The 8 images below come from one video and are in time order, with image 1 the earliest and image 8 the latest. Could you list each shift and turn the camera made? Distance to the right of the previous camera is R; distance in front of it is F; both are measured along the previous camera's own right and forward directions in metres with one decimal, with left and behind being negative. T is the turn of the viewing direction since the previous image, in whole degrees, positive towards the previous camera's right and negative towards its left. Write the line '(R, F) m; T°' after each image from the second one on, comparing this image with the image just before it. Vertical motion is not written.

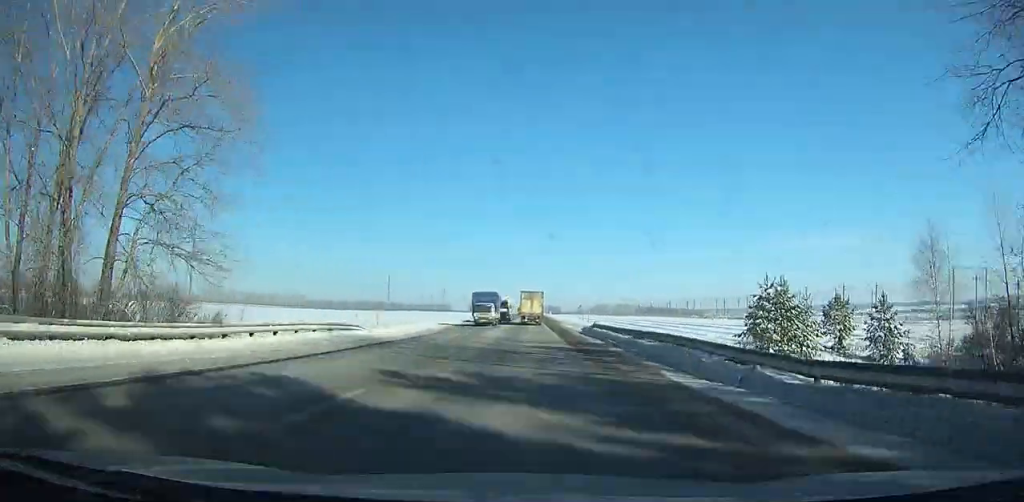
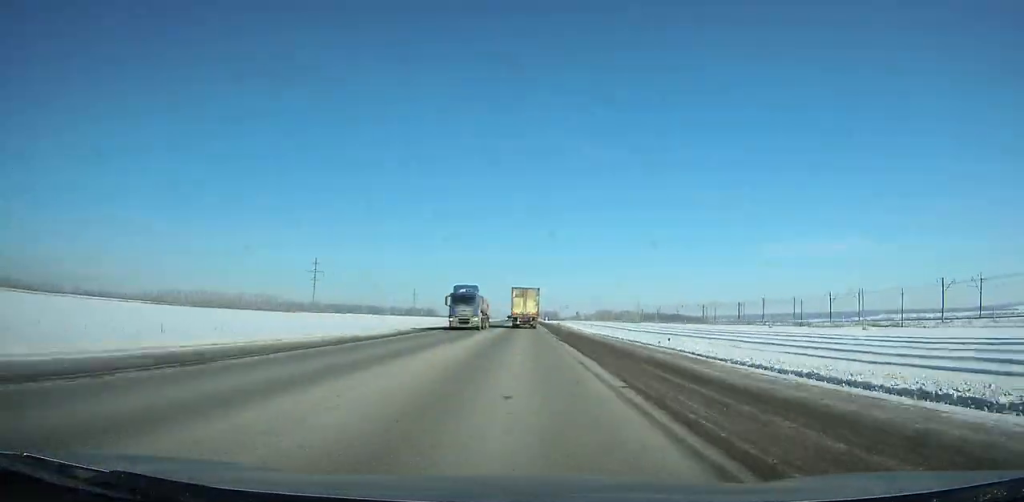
(0.0, +105.2) m; 0°
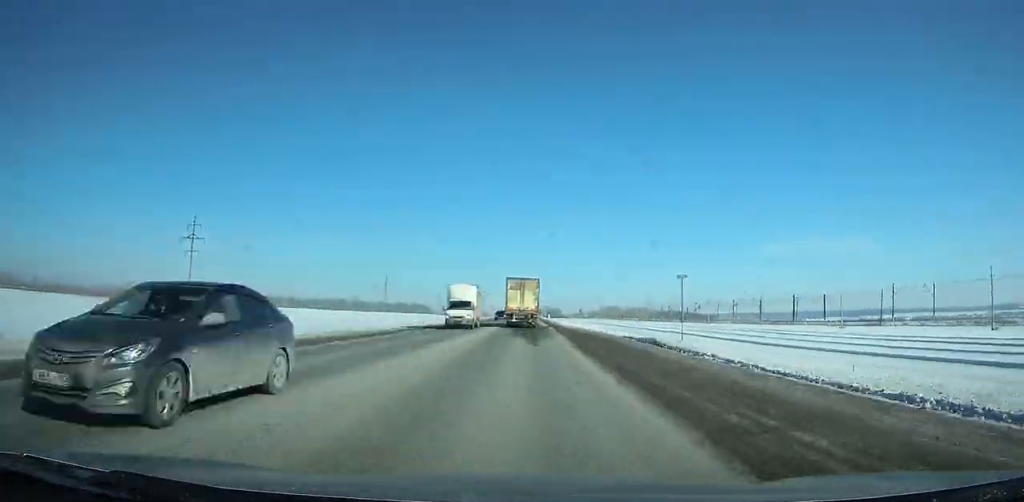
(+0.1, +85.6) m; 0°
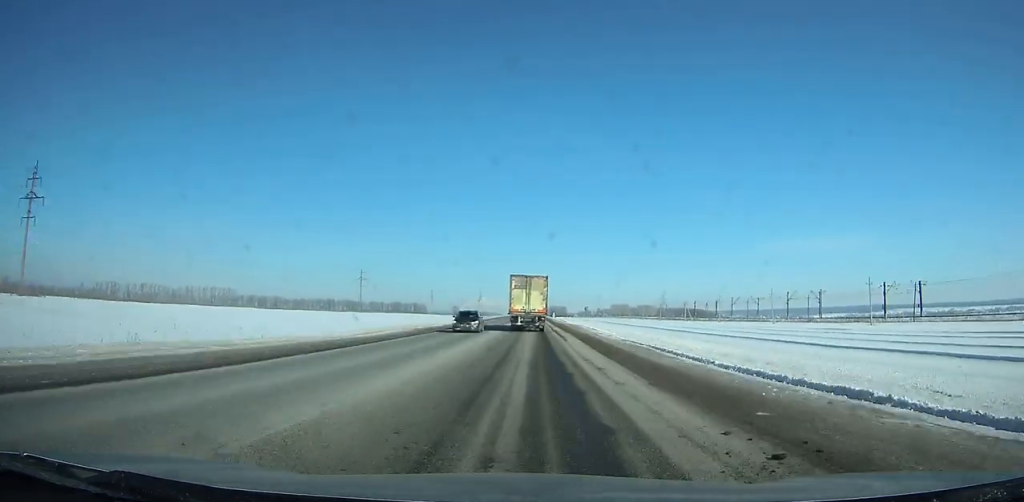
(+0.1, +54.0) m; 0°
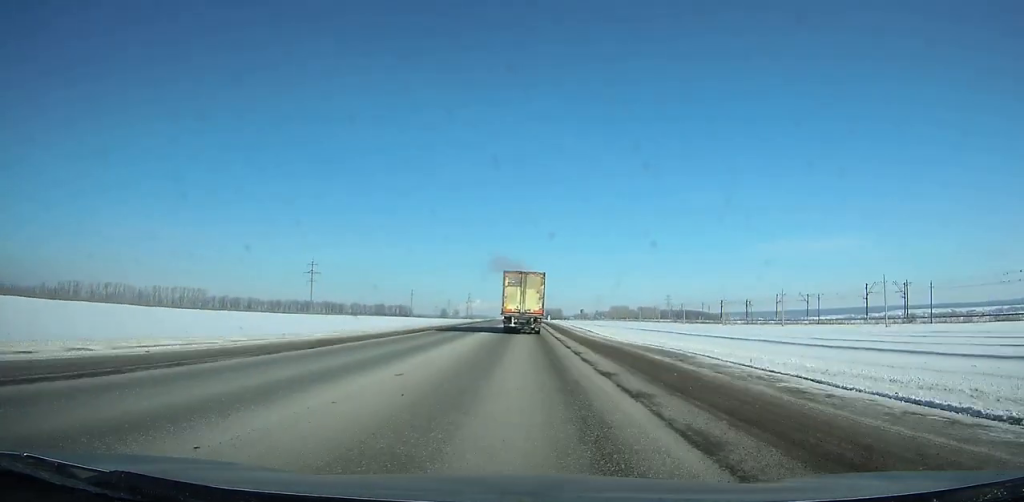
(+0.1, +55.6) m; 0°
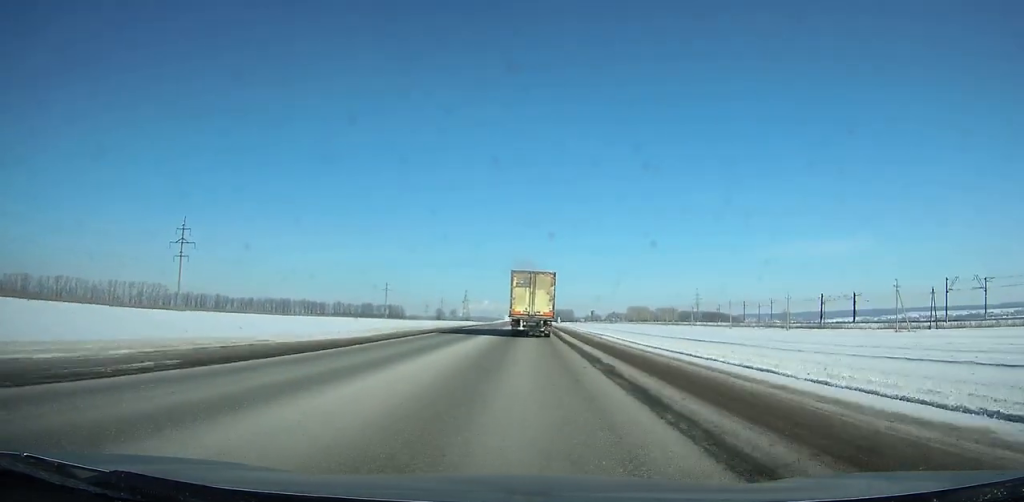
(+0.1, +86.6) m; 0°
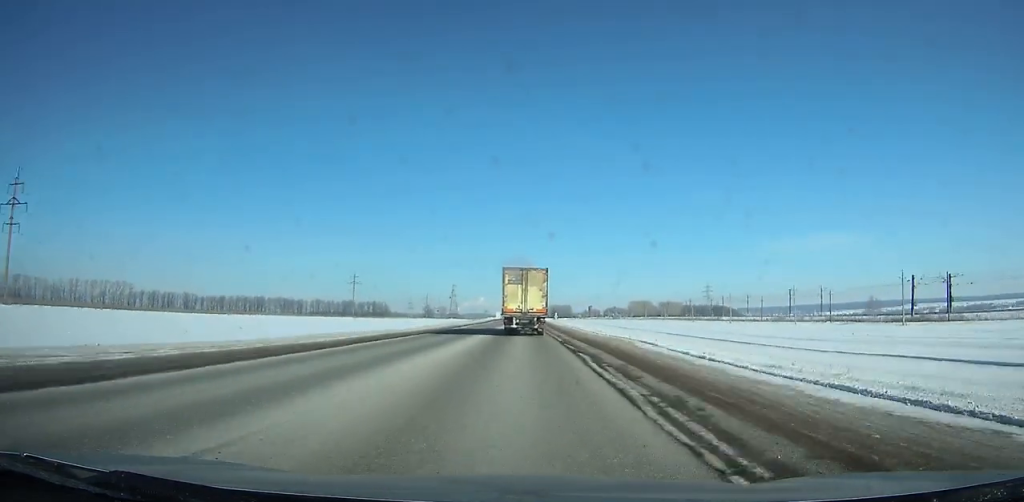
(-0.1, +47.2) m; 0°
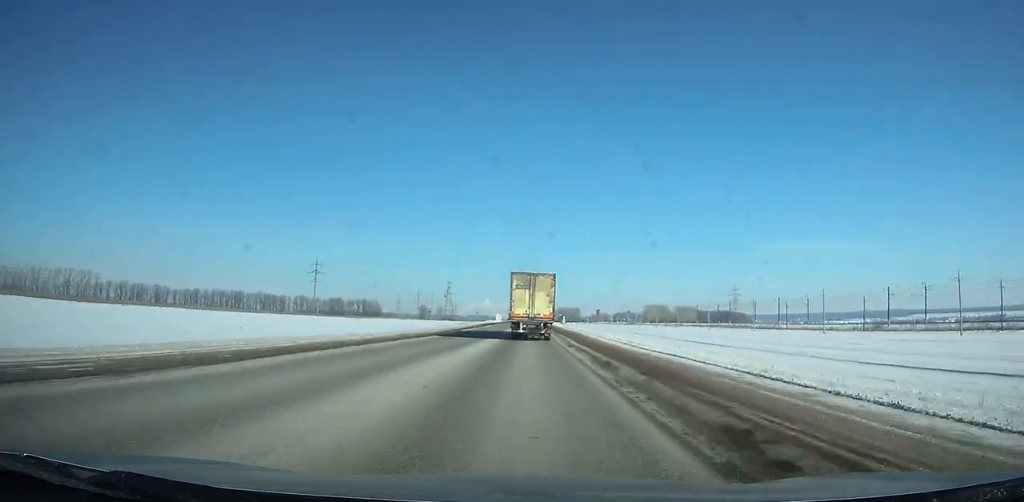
(-0.1, +54.0) m; 0°
